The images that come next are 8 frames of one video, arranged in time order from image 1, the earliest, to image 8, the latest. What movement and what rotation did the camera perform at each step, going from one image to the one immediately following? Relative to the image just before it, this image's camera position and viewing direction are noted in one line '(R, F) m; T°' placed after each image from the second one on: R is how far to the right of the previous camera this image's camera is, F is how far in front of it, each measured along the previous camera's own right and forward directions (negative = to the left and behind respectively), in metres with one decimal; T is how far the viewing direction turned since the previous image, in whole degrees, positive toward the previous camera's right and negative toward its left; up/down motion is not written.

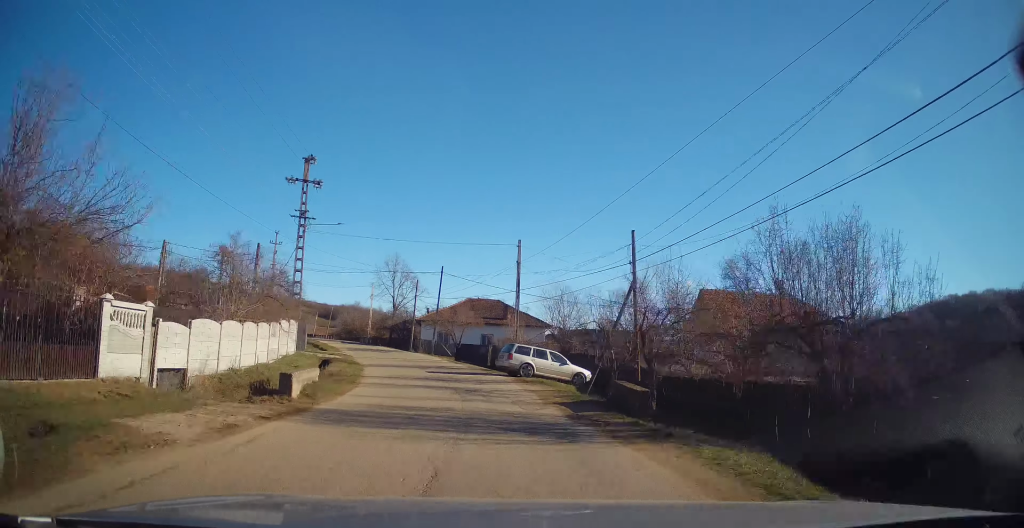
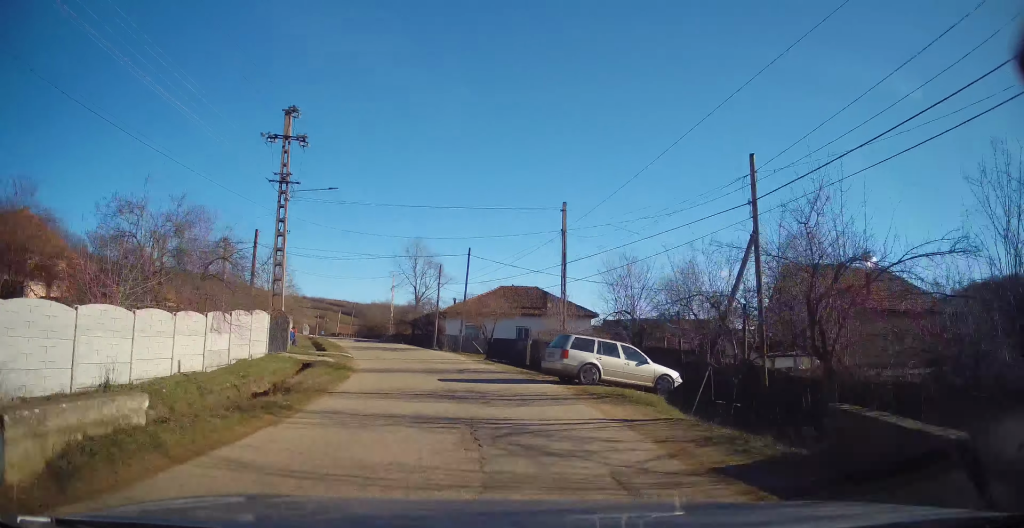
(-0.6, +7.8) m; -3°
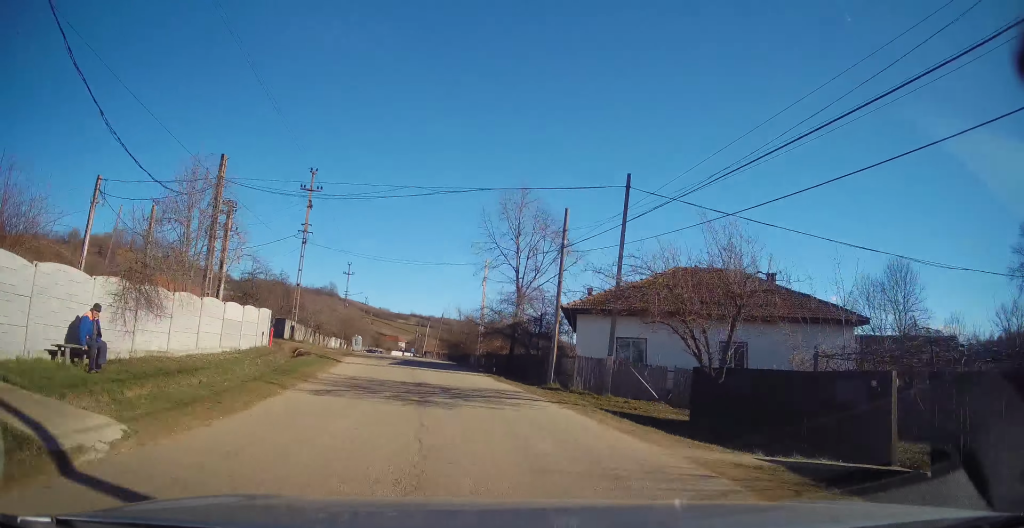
(-1.3, +23.8) m; -11°
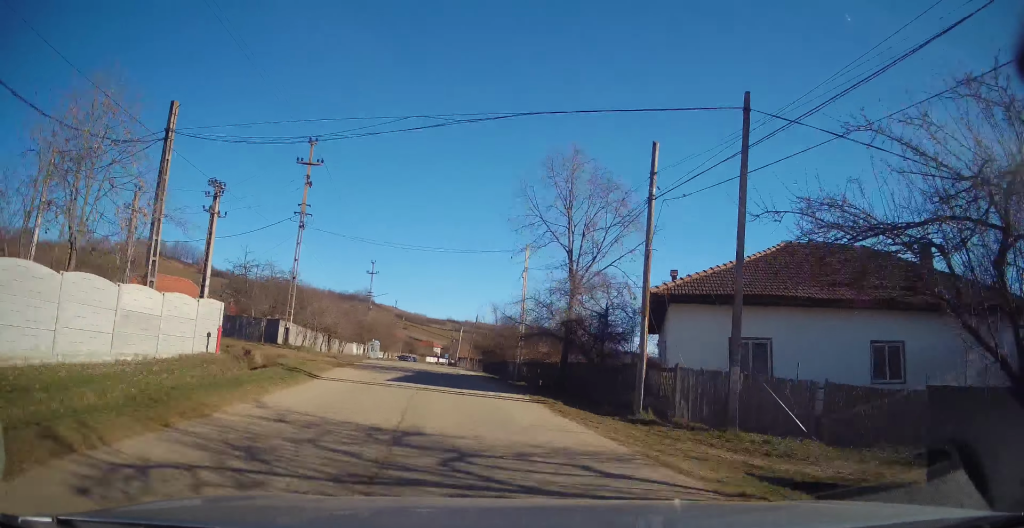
(-0.8, +7.7) m; -5°
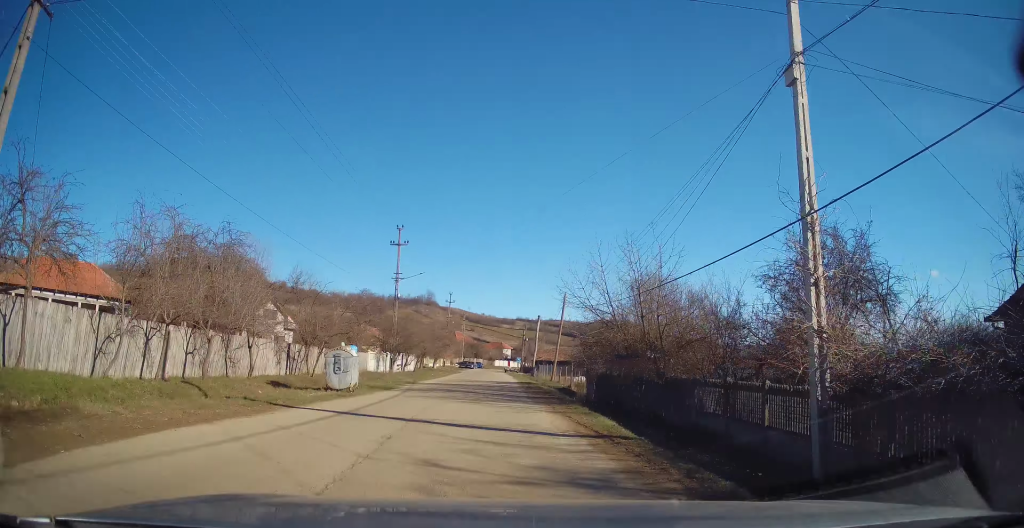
(-2.1, +24.8) m; -7°
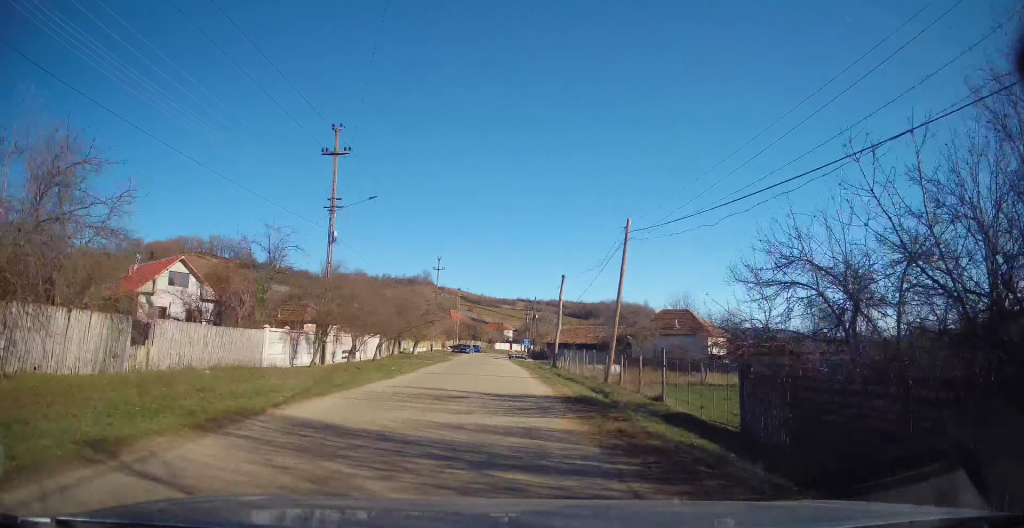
(-0.4, +19.3) m; -2°
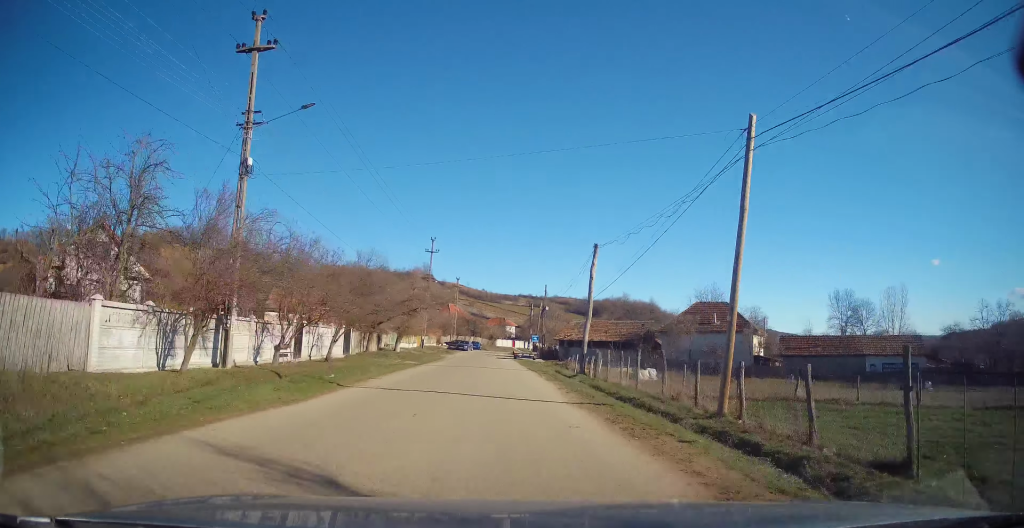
(-0.3, +10.7) m; 0°
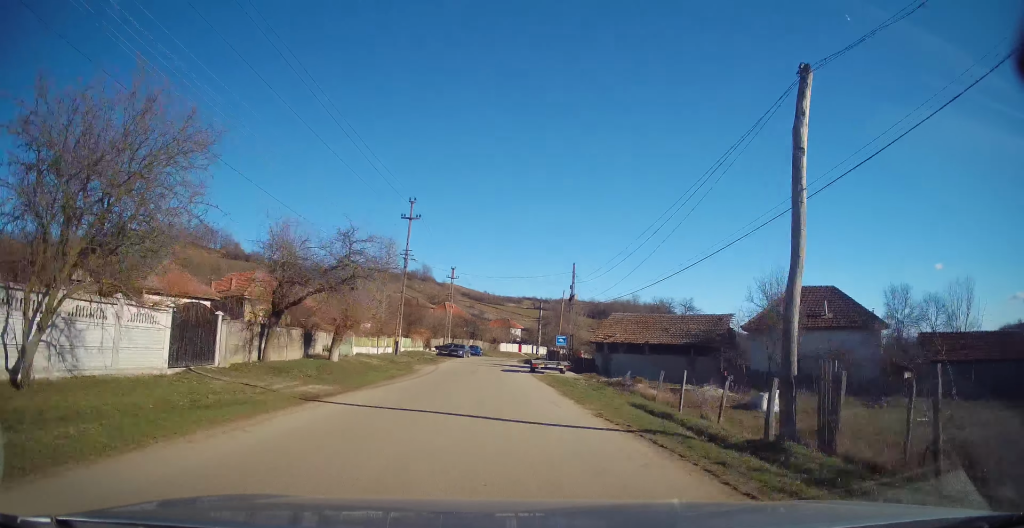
(+0.2, +18.2) m; 0°
